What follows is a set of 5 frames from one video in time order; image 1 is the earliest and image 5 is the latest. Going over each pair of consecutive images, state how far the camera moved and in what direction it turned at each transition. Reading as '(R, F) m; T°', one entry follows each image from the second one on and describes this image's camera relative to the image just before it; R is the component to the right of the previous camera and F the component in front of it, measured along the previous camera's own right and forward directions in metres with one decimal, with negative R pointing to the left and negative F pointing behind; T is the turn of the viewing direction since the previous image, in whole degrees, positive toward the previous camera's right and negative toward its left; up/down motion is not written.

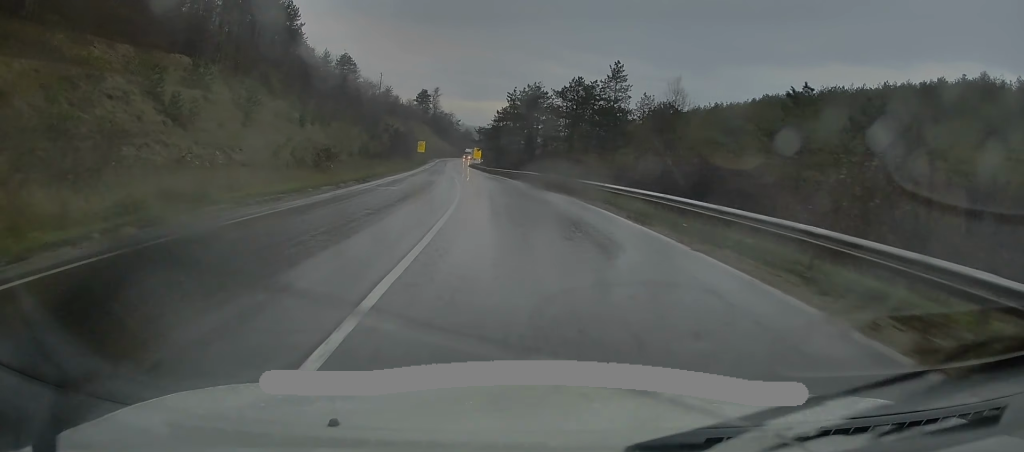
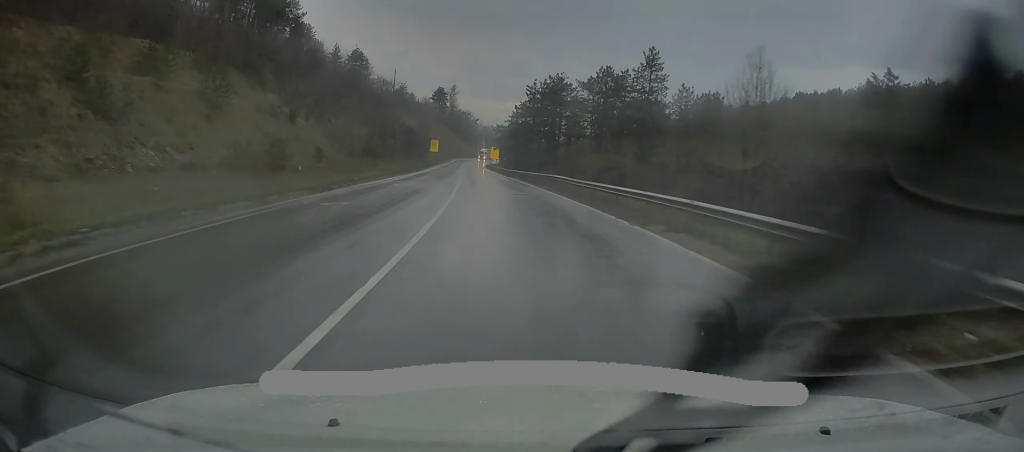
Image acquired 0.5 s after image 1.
(-0.2, +10.1) m; -2°
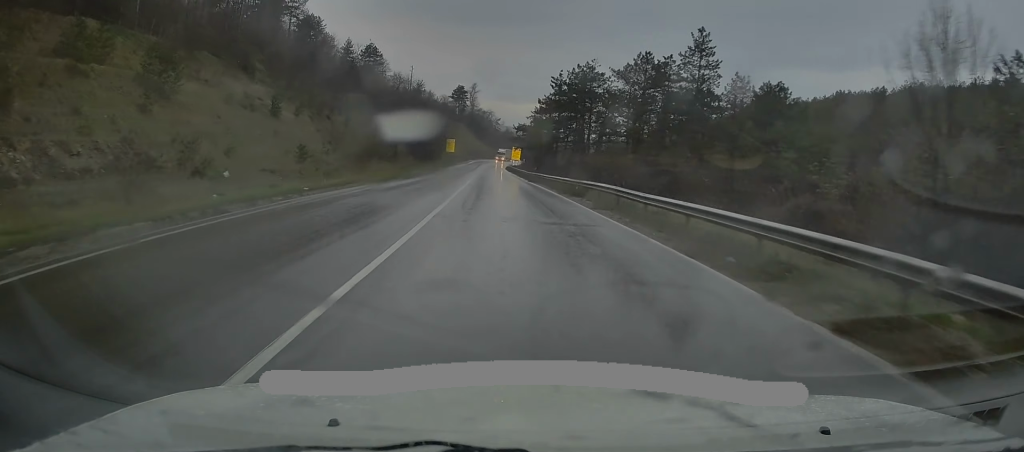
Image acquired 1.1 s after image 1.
(-0.3, +11.3) m; -2°
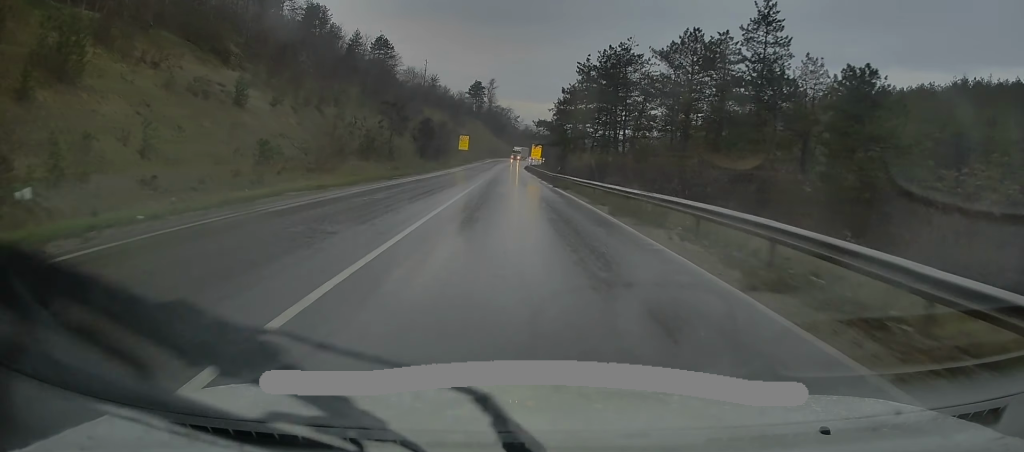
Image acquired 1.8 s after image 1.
(-0.2, +11.9) m; -1°
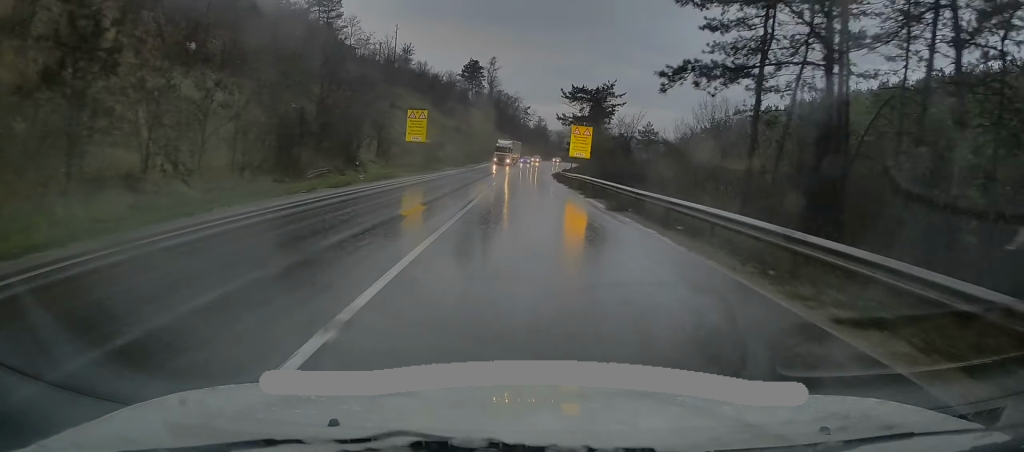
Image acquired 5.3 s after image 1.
(-2.8, +65.1) m; -3°
